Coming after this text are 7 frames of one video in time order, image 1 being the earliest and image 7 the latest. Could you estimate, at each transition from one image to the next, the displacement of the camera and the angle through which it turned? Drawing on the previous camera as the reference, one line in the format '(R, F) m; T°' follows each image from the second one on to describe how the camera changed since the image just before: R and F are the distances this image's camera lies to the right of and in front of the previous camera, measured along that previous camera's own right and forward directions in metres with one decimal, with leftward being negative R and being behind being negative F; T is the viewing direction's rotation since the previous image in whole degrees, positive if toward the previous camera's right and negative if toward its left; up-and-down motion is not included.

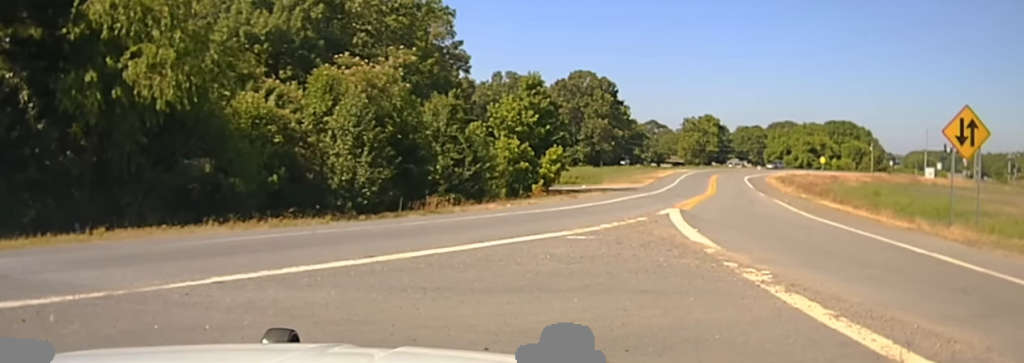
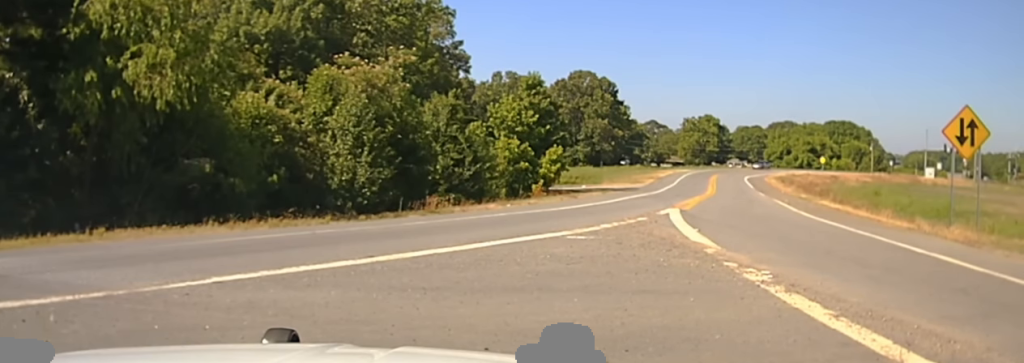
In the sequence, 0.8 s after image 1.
(0.0, +0.1) m; 0°
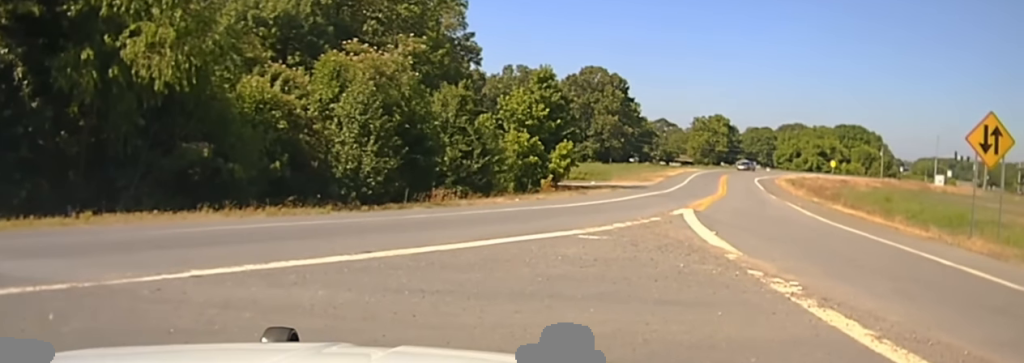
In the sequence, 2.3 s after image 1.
(-0.1, +2.0) m; -8°
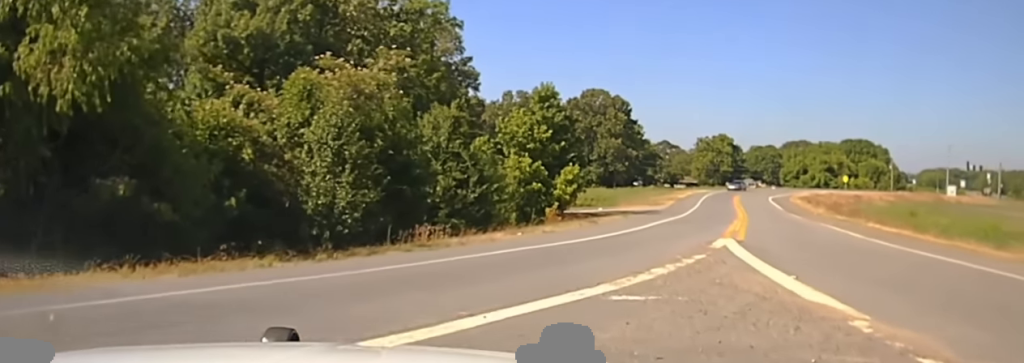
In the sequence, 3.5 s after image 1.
(-0.6, +4.6) m; -9°
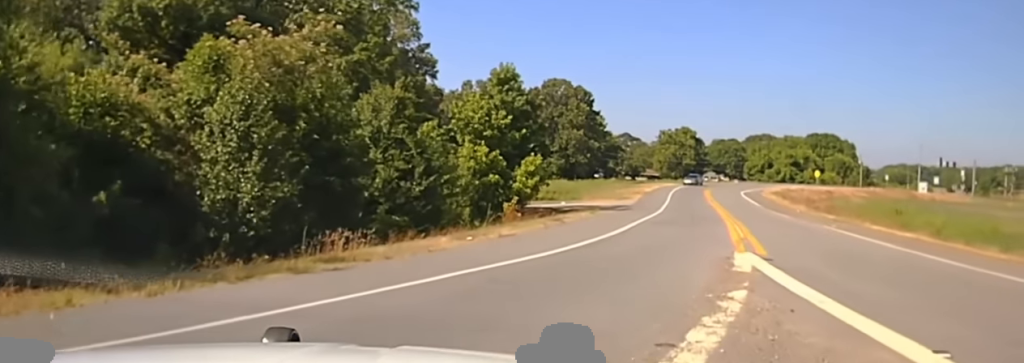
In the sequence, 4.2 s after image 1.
(0.0, +5.0) m; +1°
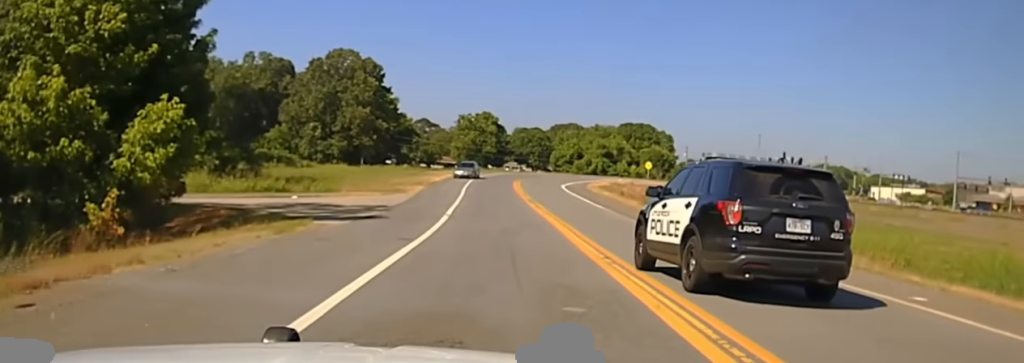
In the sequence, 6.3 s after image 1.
(+2.3, +21.7) m; +11°
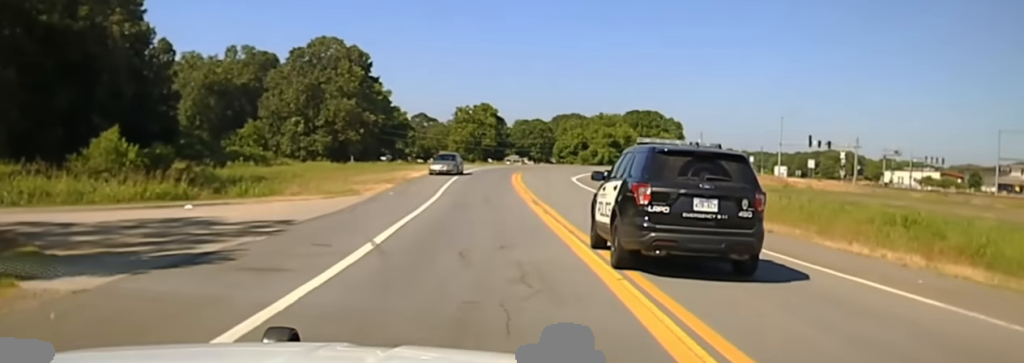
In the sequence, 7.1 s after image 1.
(+0.4, +13.7) m; +1°
